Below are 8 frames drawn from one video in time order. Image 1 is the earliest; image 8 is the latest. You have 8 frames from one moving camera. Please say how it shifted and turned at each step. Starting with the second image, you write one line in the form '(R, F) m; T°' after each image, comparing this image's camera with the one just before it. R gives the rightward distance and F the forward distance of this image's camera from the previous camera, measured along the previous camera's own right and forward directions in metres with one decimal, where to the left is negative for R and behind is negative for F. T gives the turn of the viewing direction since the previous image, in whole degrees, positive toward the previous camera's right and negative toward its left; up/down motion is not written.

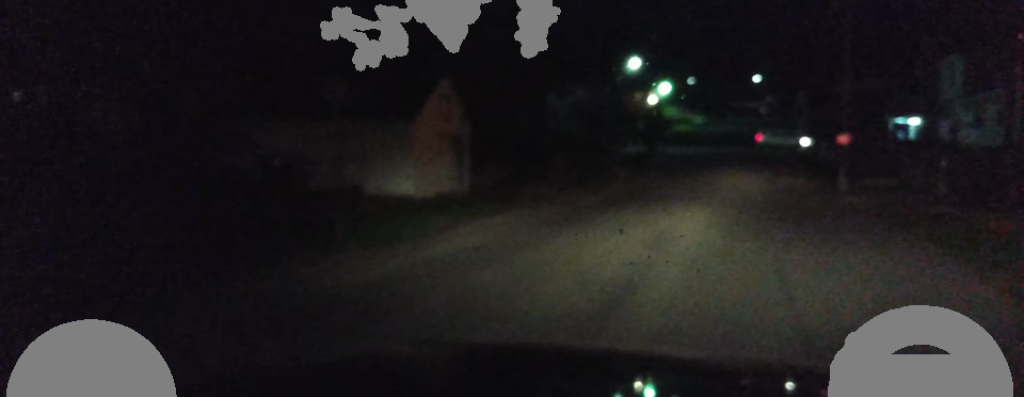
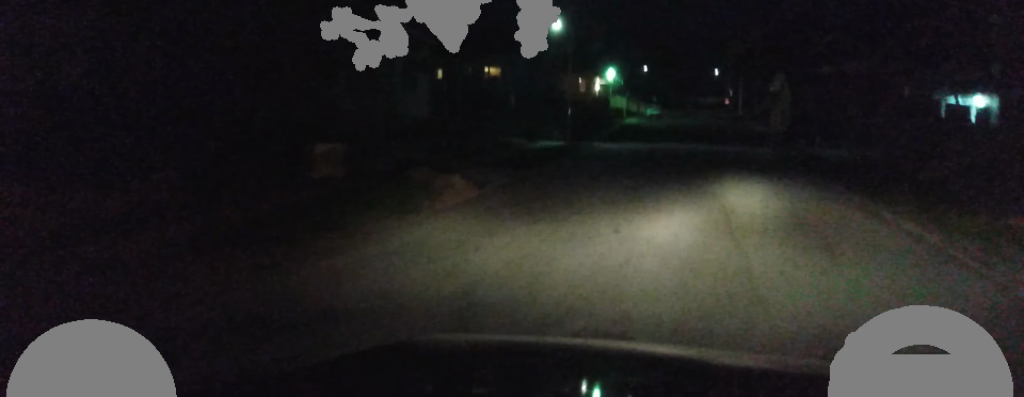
(+0.6, +23.4) m; +3°
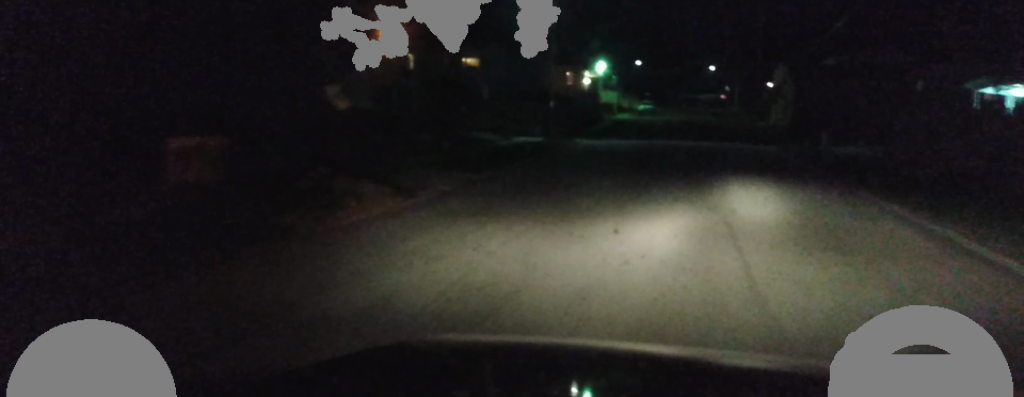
(+0.3, +4.7) m; +1°
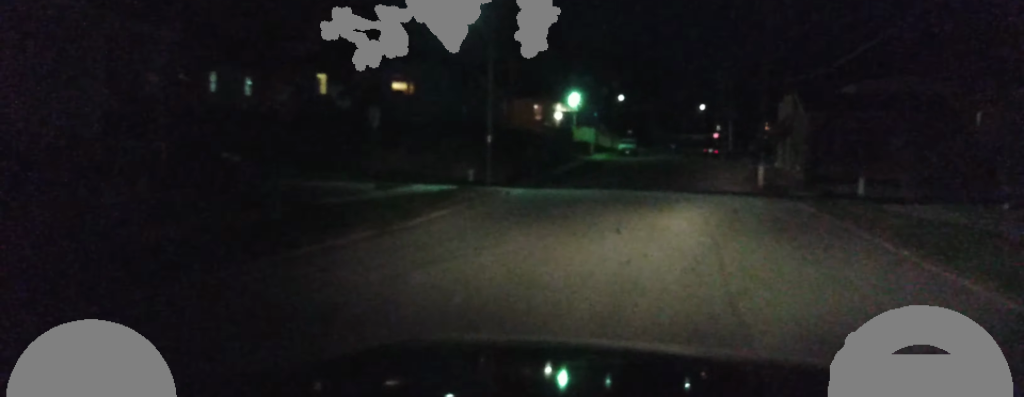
(-0.2, +14.5) m; -3°
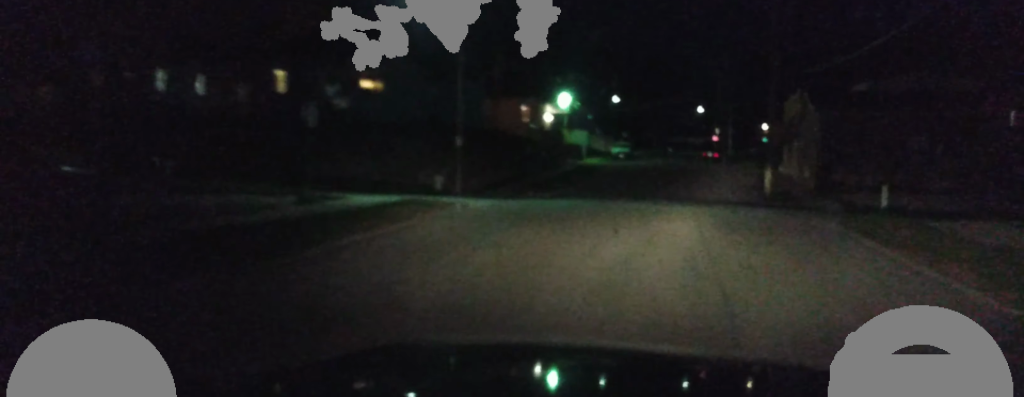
(+0.1, +5.1) m; -2°
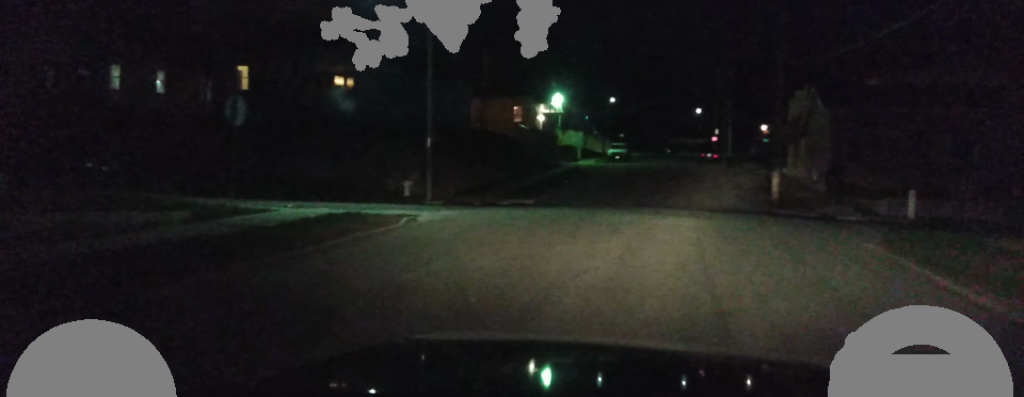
(-0.2, +4.1) m; -1°
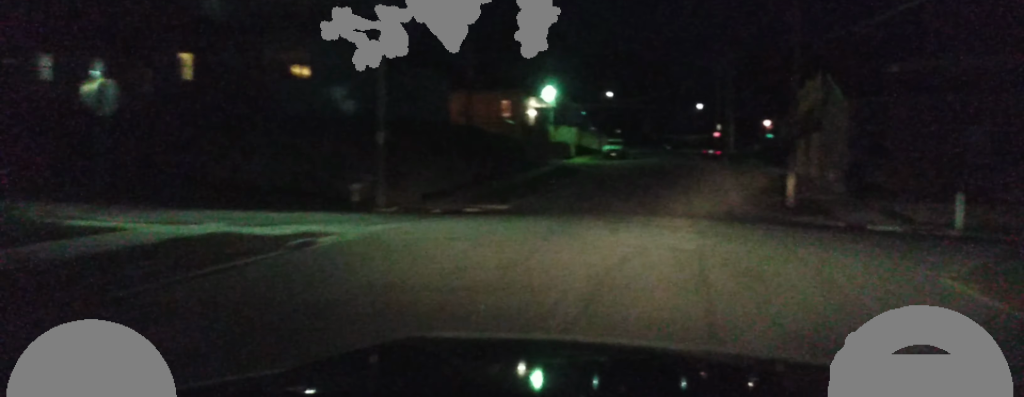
(-0.3, +5.1) m; -2°
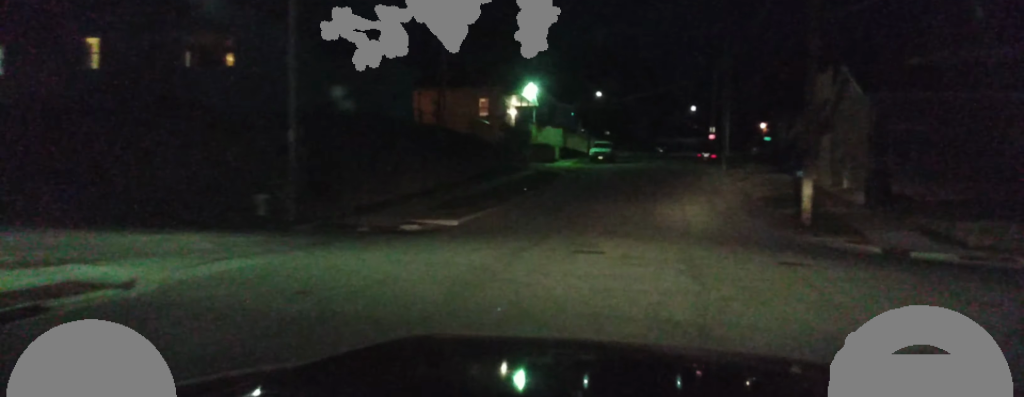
(+0.1, +5.8) m; +2°
